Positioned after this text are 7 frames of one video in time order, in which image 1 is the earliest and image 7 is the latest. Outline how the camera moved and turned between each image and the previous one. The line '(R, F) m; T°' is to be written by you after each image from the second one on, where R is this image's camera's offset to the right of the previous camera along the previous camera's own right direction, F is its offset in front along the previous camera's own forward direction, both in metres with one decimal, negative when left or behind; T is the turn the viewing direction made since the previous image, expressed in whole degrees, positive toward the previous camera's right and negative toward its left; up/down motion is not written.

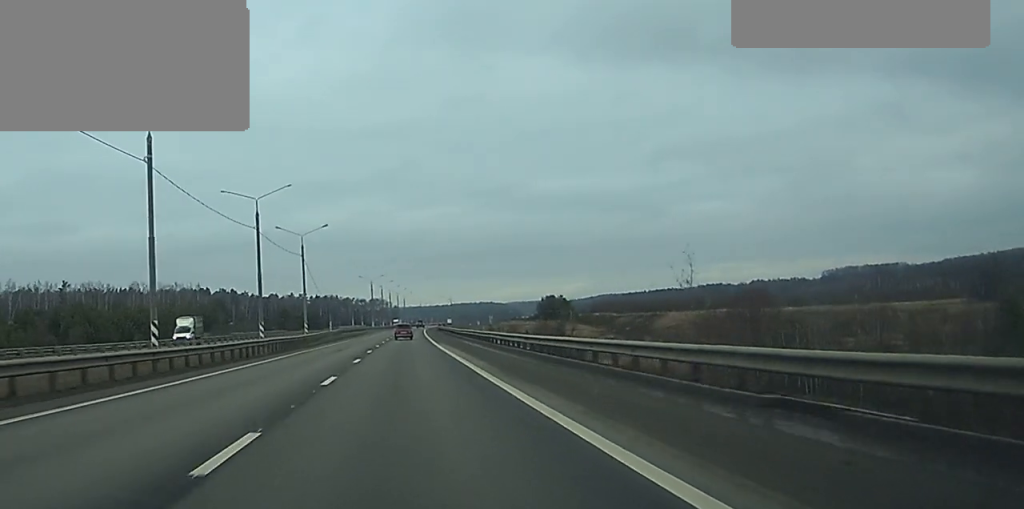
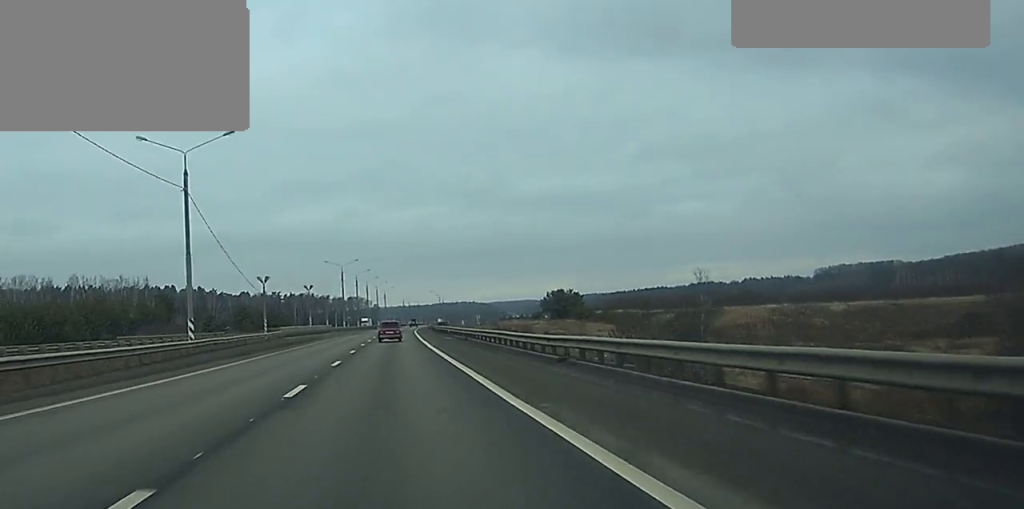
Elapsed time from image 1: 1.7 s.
(+0.7, +51.2) m; +1°
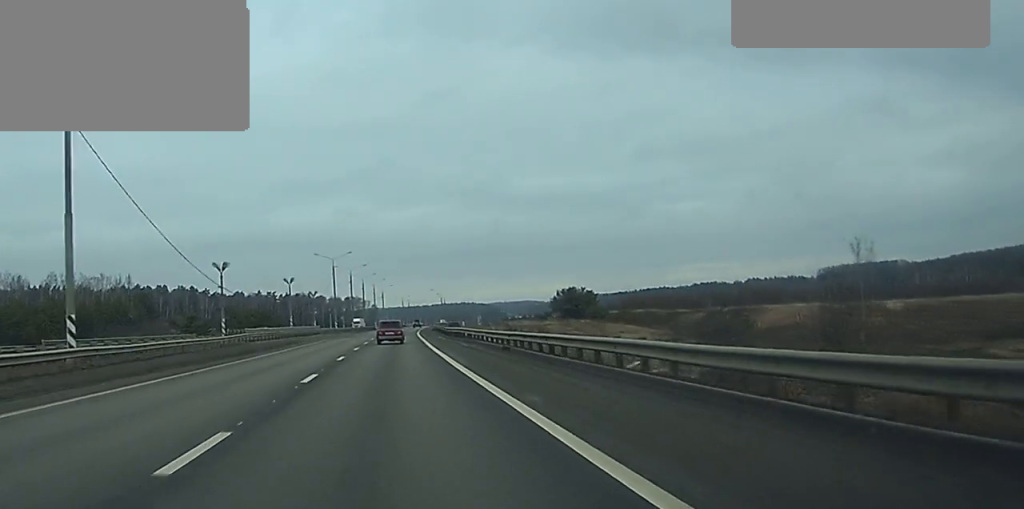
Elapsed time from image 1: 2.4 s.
(0.0, +20.2) m; 0°
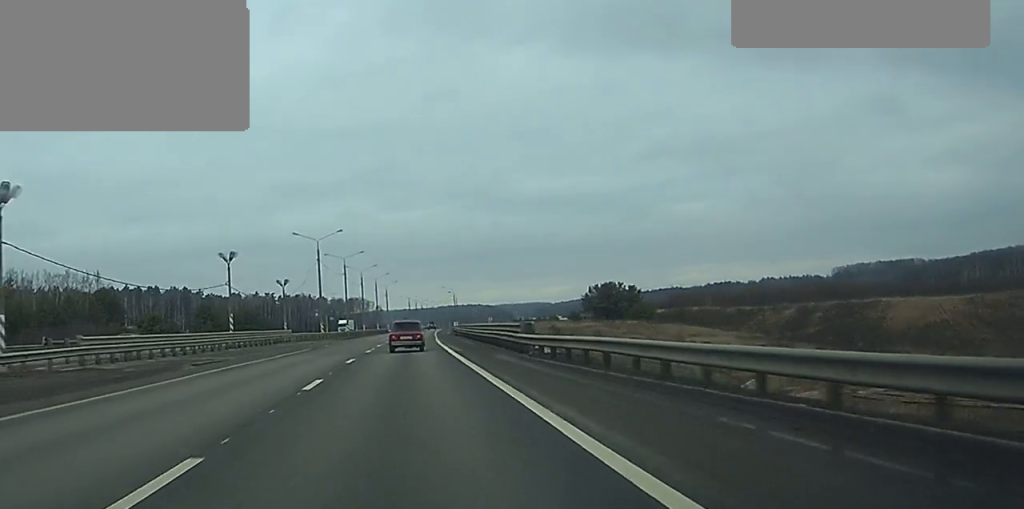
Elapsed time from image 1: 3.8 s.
(+0.1, +38.1) m; 0°
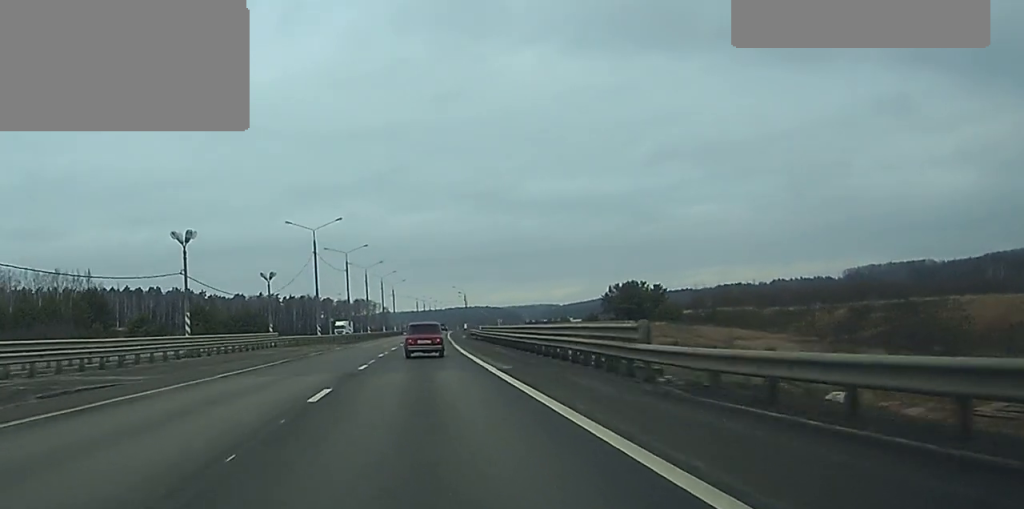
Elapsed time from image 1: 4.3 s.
(0.0, +14.6) m; 0°
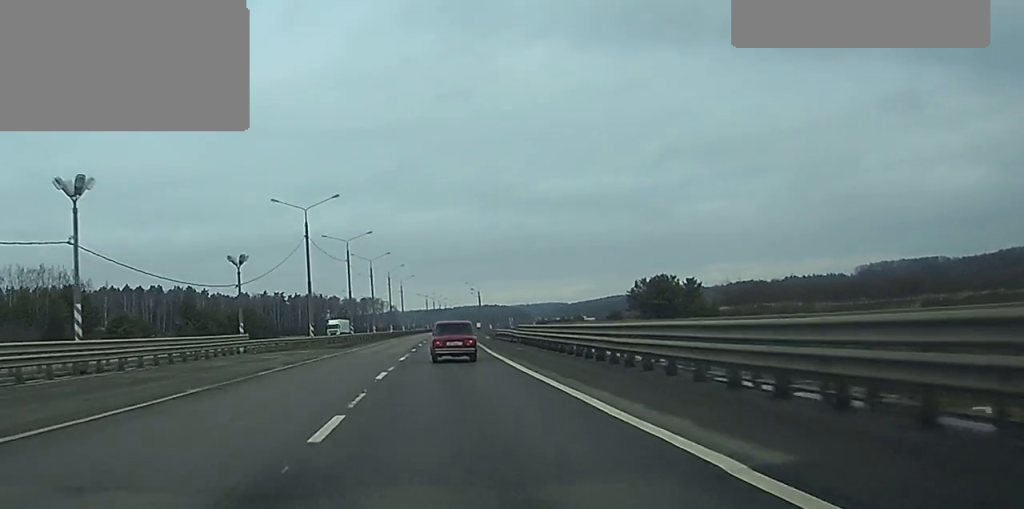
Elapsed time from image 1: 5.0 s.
(-0.1, +17.0) m; 0°
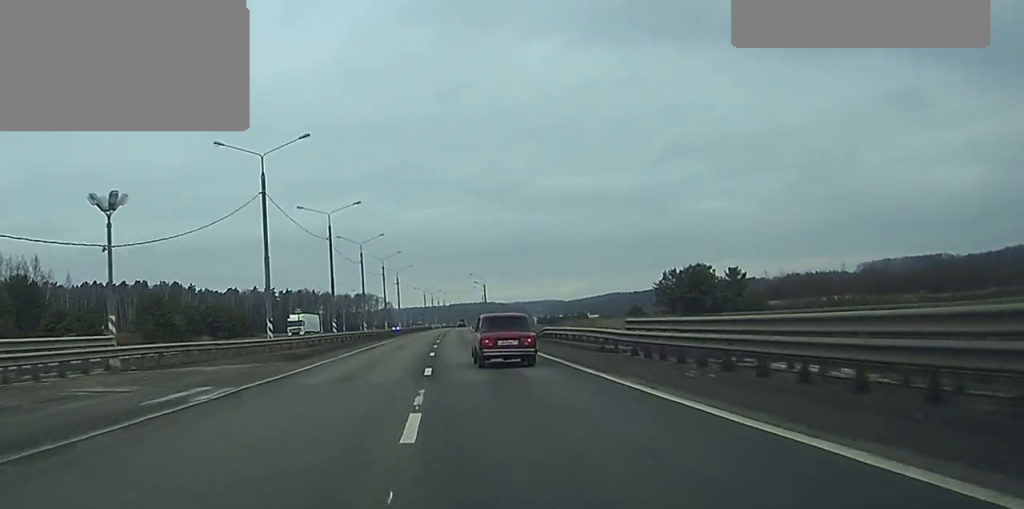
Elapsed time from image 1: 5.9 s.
(0.0, +24.7) m; 0°
